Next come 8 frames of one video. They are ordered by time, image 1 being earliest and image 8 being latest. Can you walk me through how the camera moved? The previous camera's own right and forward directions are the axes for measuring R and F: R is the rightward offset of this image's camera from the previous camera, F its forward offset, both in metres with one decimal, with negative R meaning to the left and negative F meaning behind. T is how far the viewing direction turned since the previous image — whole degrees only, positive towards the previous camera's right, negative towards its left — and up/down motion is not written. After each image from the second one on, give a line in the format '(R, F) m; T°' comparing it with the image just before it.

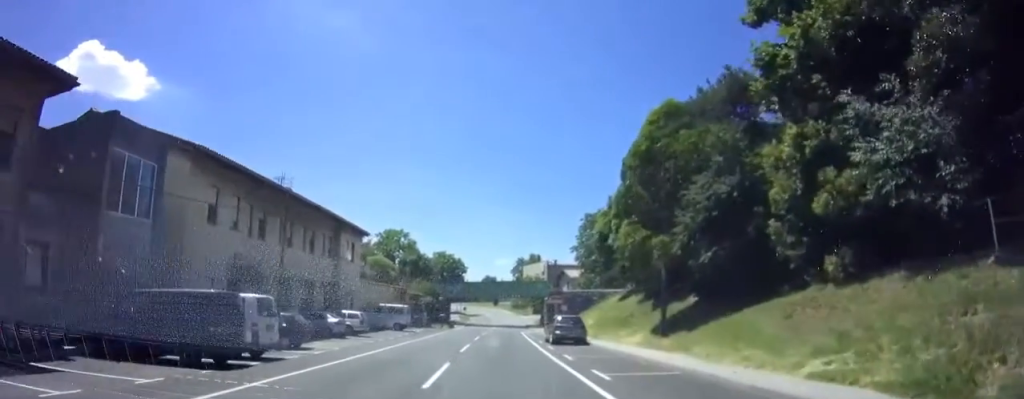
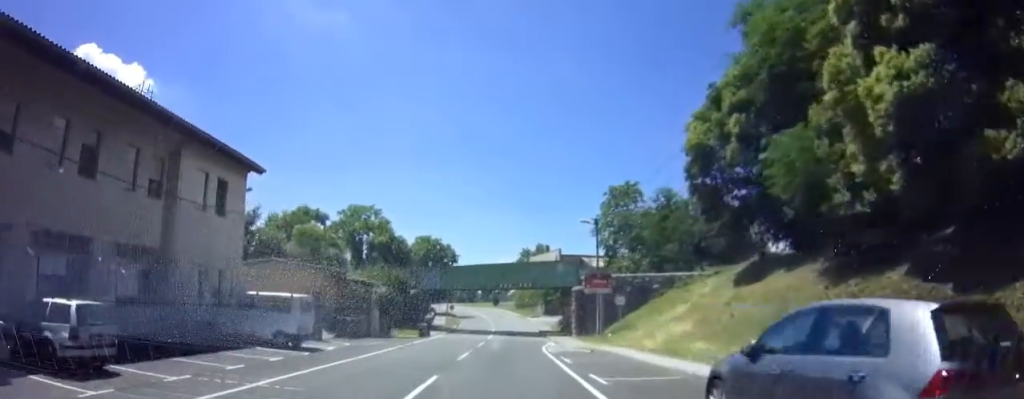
(+0.3, +22.9) m; +1°
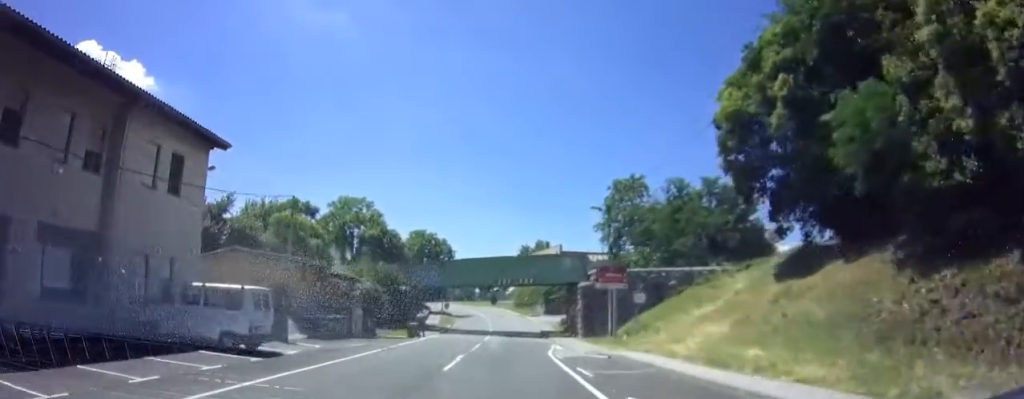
(0.0, +4.1) m; 0°
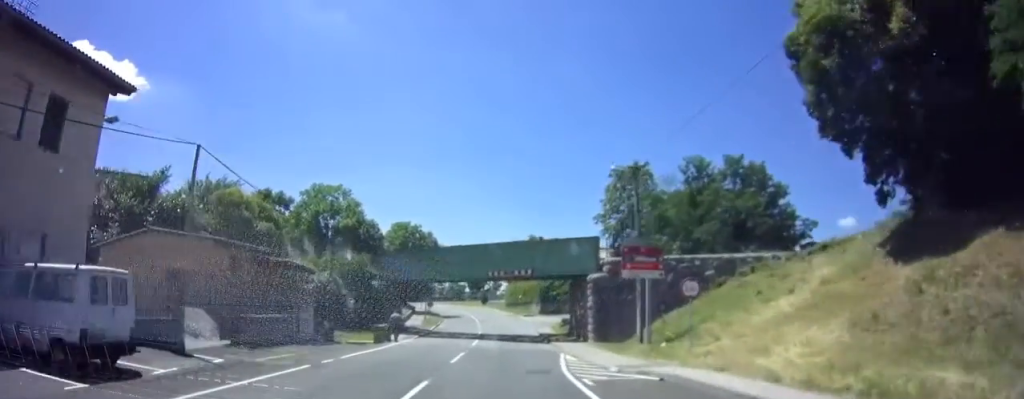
(0.0, +6.4) m; 0°
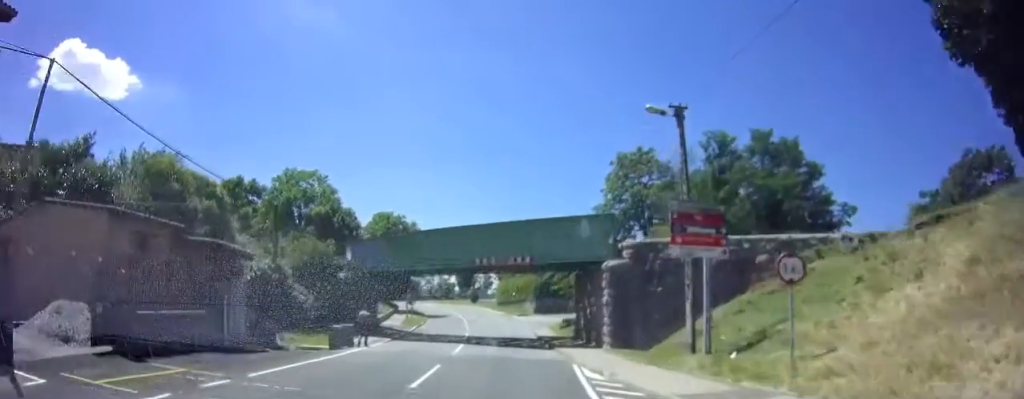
(0.0, +5.9) m; 0°
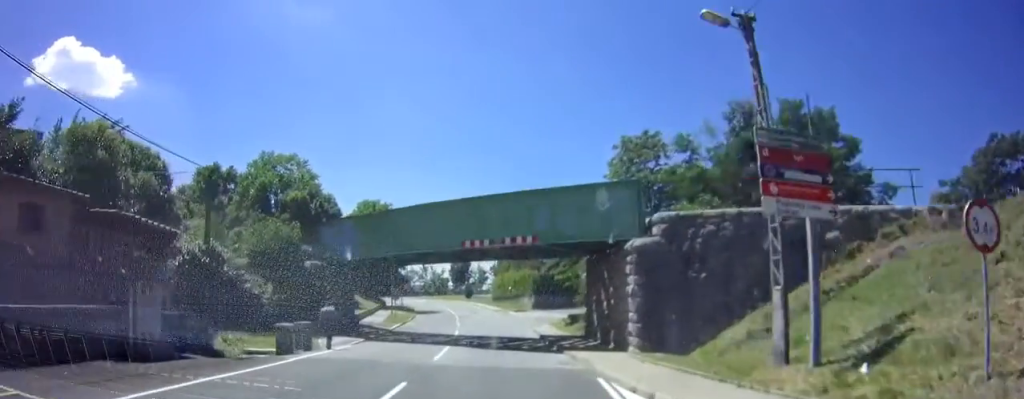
(0.0, +5.0) m; +1°
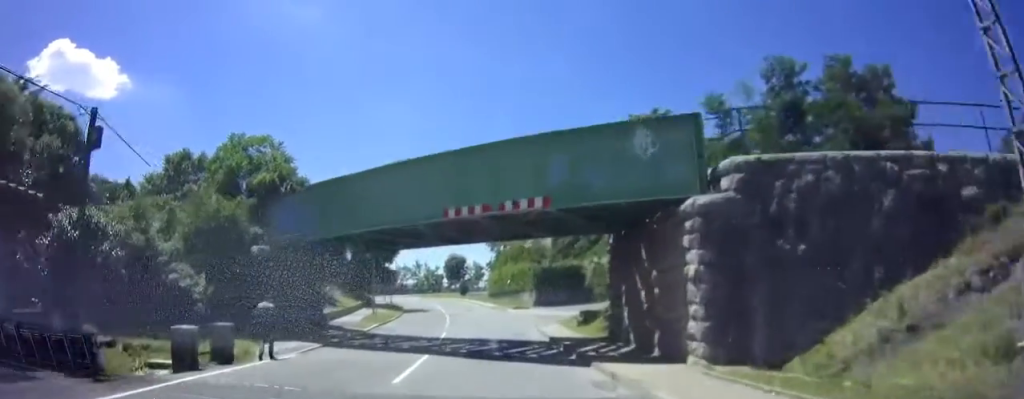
(0.0, +5.4) m; +1°
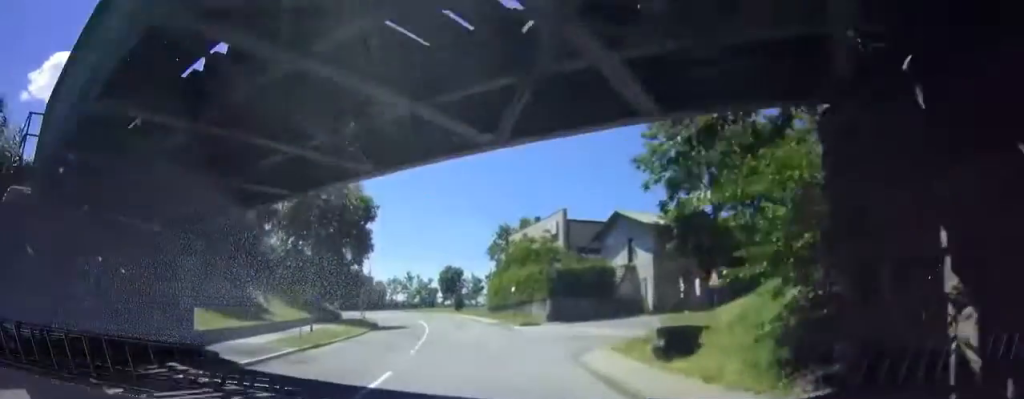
(+0.1, +12.2) m; 0°
